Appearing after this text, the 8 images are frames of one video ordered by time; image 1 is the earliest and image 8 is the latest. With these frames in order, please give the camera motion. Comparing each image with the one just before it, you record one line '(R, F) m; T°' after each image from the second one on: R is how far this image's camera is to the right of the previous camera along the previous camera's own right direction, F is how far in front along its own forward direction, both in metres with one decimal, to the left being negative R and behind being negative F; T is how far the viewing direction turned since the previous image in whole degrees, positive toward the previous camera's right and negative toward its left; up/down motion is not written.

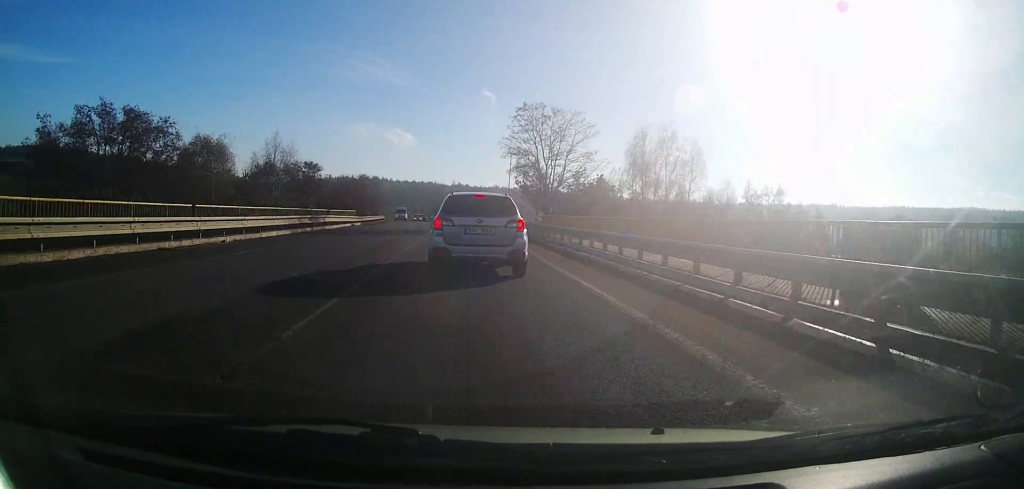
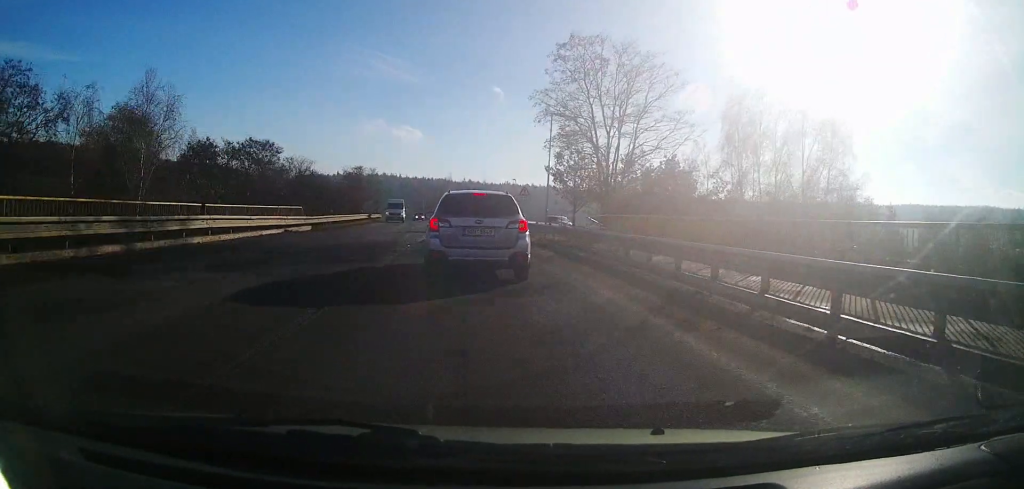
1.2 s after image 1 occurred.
(-0.6, +20.0) m; -2°
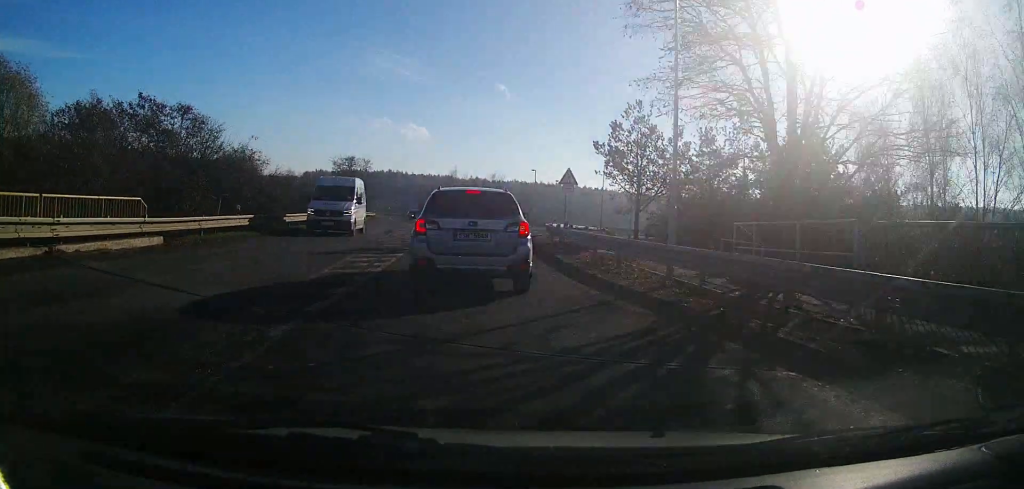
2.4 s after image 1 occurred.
(+0.1, +19.4) m; 0°
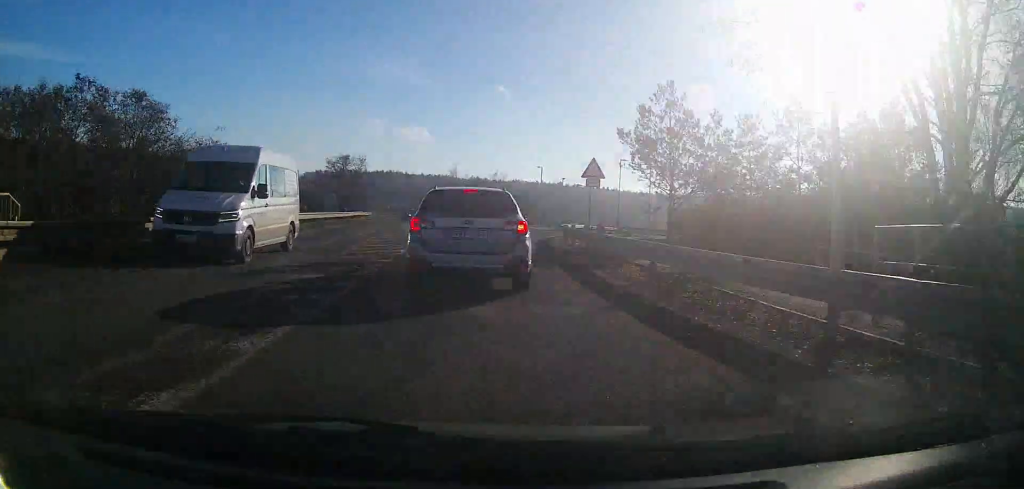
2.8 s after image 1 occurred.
(0.0, +6.5) m; -1°
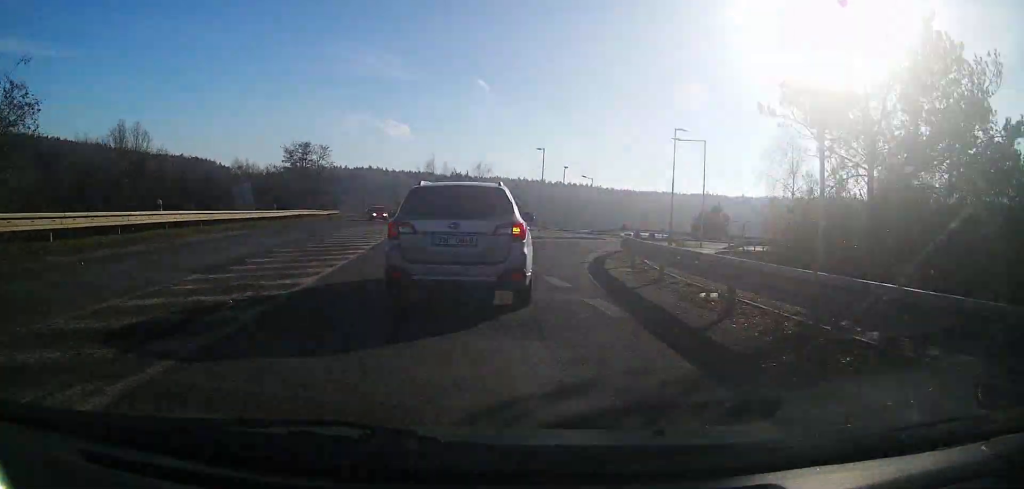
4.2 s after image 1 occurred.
(-0.3, +19.4) m; -1°
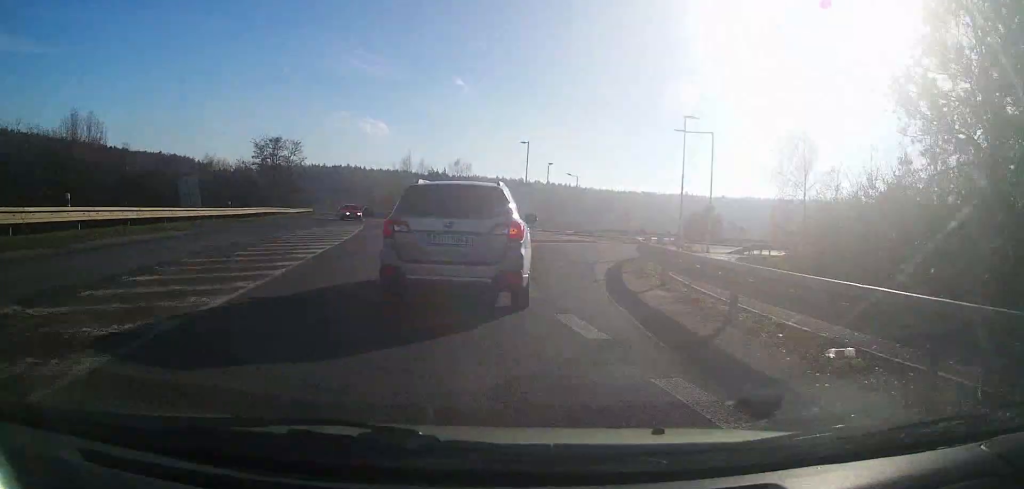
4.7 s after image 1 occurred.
(0.0, +5.2) m; 0°
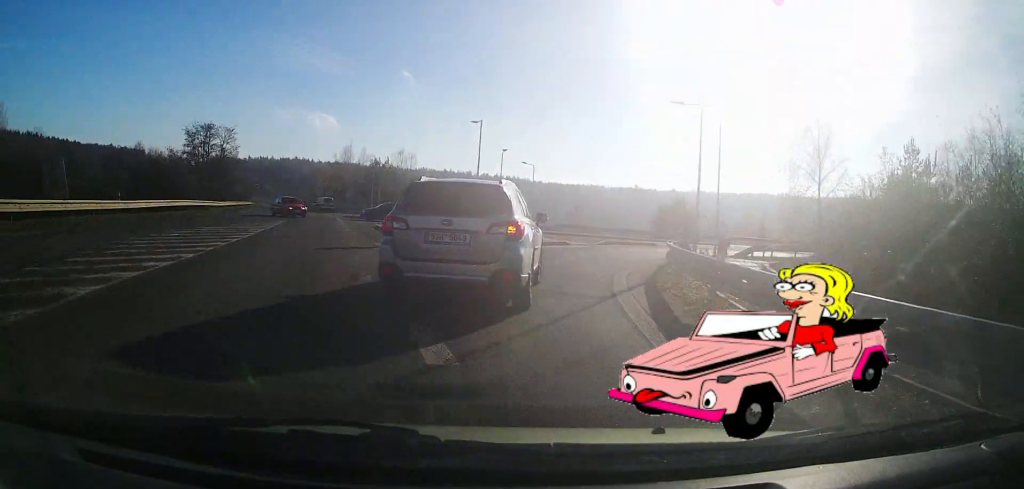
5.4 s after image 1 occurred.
(+0.1, +8.7) m; +1°
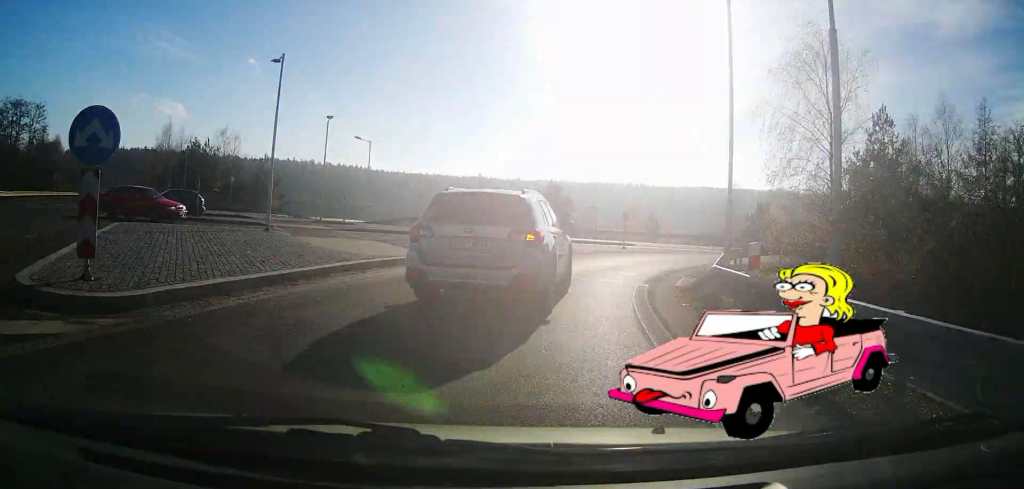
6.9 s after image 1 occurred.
(+0.8, +14.6) m; +9°
